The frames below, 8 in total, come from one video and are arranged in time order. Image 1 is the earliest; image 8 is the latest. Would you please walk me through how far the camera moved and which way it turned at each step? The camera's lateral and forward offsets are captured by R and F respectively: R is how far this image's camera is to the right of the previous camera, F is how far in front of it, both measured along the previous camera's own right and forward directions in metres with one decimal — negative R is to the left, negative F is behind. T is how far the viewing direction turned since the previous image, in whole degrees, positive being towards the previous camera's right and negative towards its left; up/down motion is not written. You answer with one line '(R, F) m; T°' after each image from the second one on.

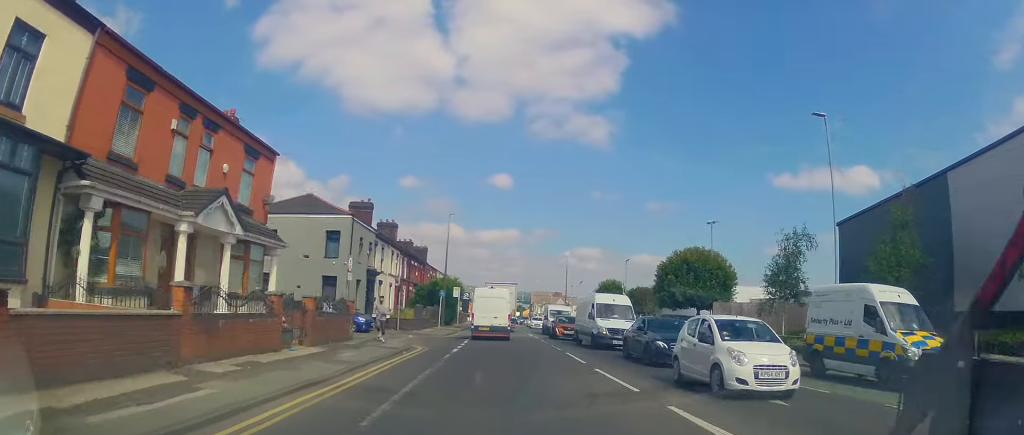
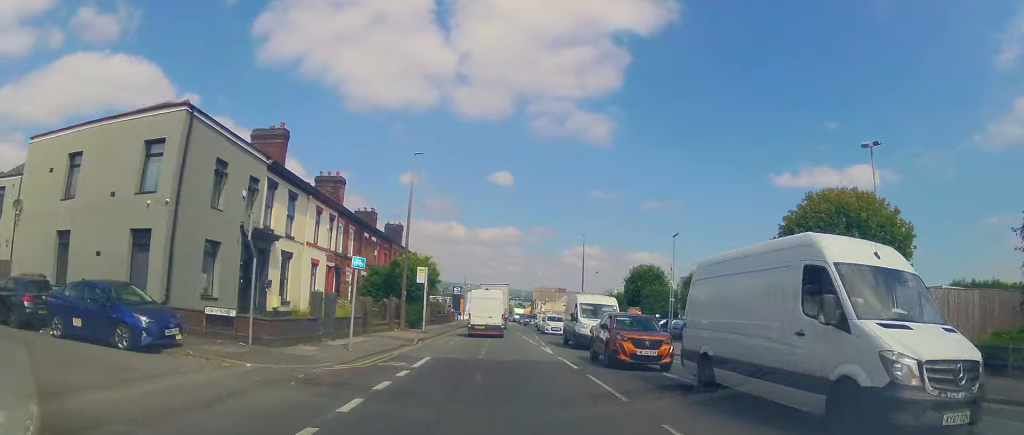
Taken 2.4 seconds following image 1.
(0.0, +19.1) m; -3°
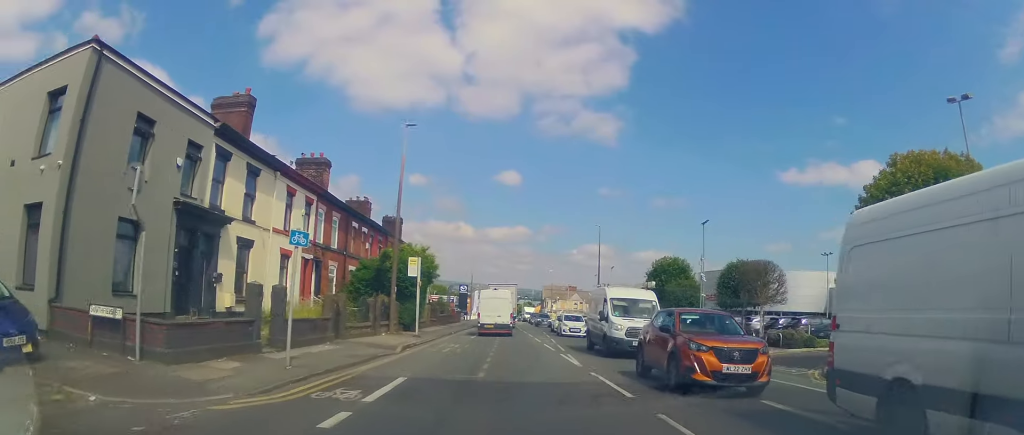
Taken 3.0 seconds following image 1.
(-0.1, +5.3) m; -1°
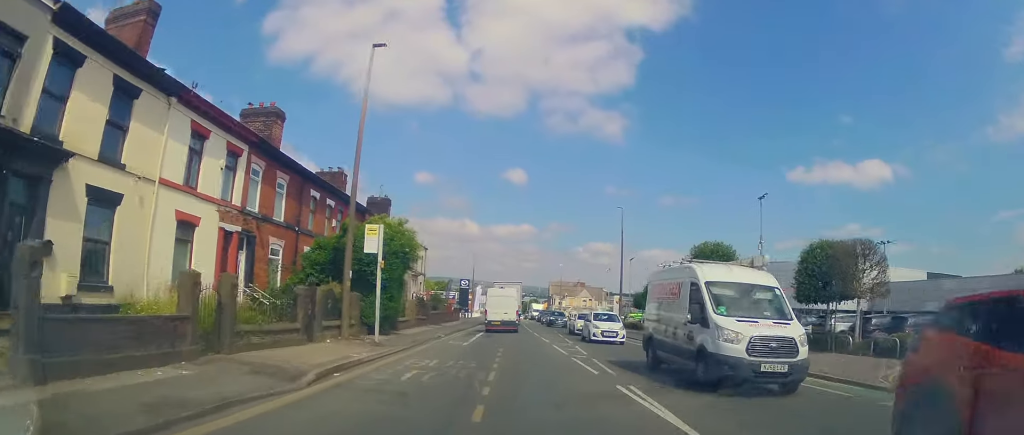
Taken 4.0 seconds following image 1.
(-0.2, +8.9) m; +1°
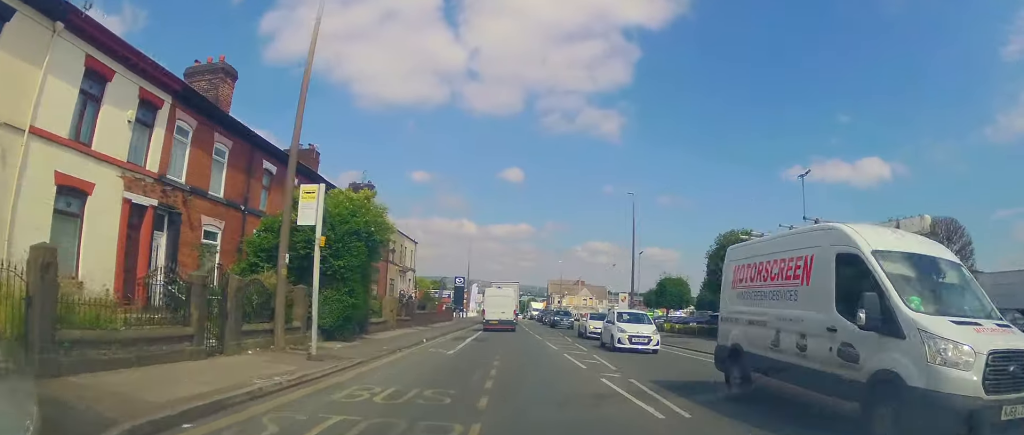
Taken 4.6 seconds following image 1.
(+0.3, +5.4) m; +1°
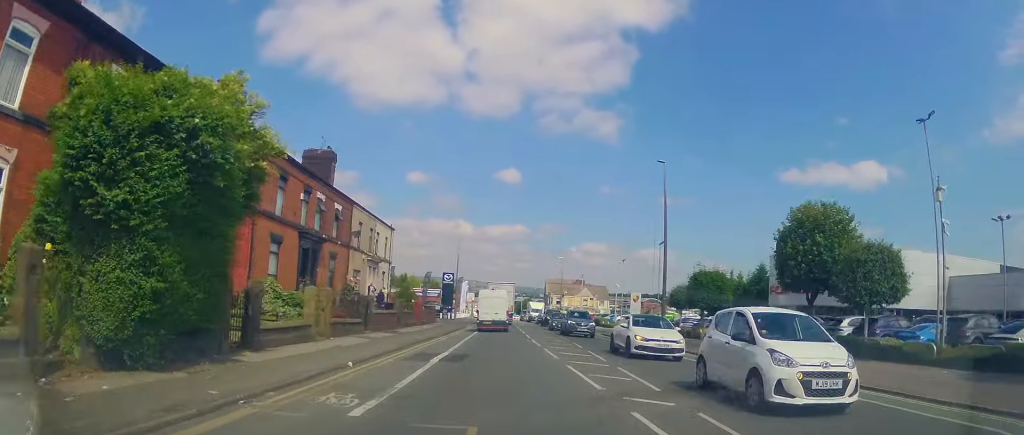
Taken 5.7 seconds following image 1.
(-0.2, +10.1) m; 0°
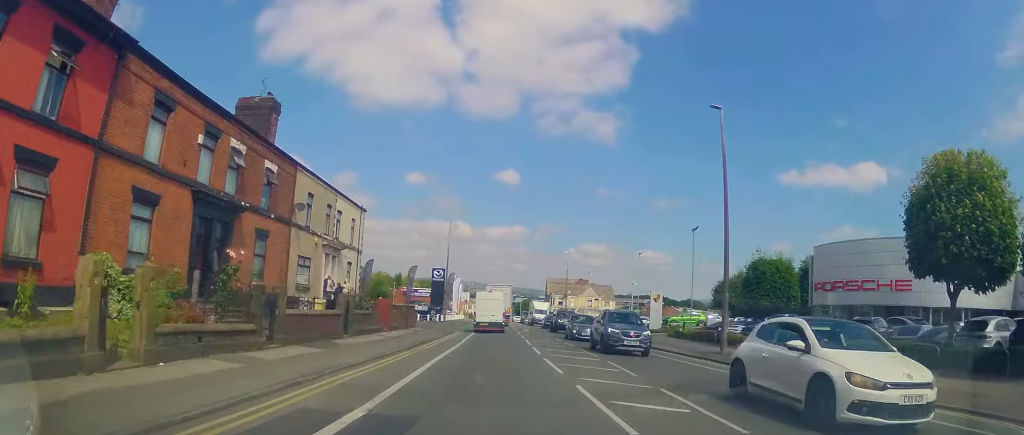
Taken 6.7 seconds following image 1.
(+0.2, +10.0) m; 0°
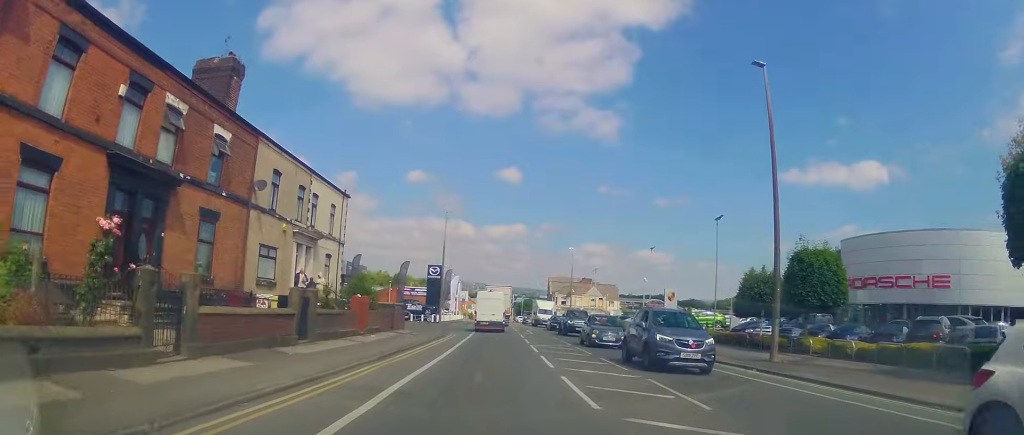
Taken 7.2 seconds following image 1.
(-0.1, +4.7) m; -1°
